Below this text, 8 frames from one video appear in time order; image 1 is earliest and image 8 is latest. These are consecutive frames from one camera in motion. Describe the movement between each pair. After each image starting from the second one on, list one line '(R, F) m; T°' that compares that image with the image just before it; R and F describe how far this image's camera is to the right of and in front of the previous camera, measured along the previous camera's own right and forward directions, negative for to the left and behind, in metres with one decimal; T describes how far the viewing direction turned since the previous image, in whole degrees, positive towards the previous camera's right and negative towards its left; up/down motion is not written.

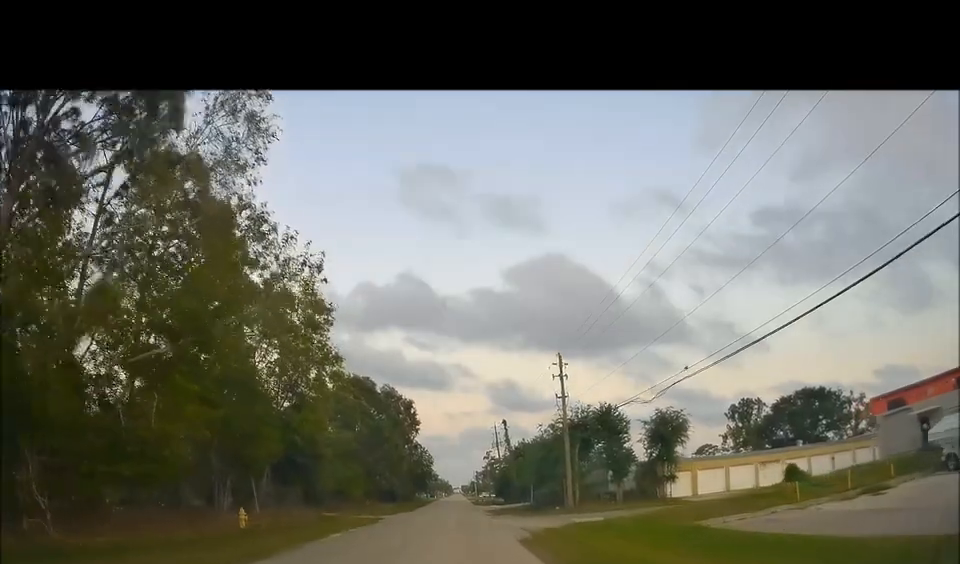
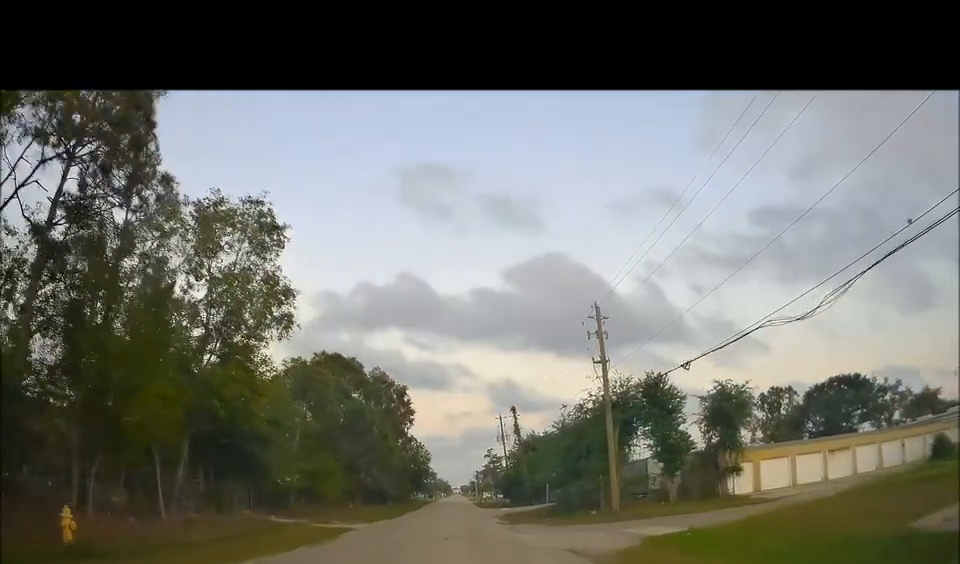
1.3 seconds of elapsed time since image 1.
(0.0, +10.8) m; 0°
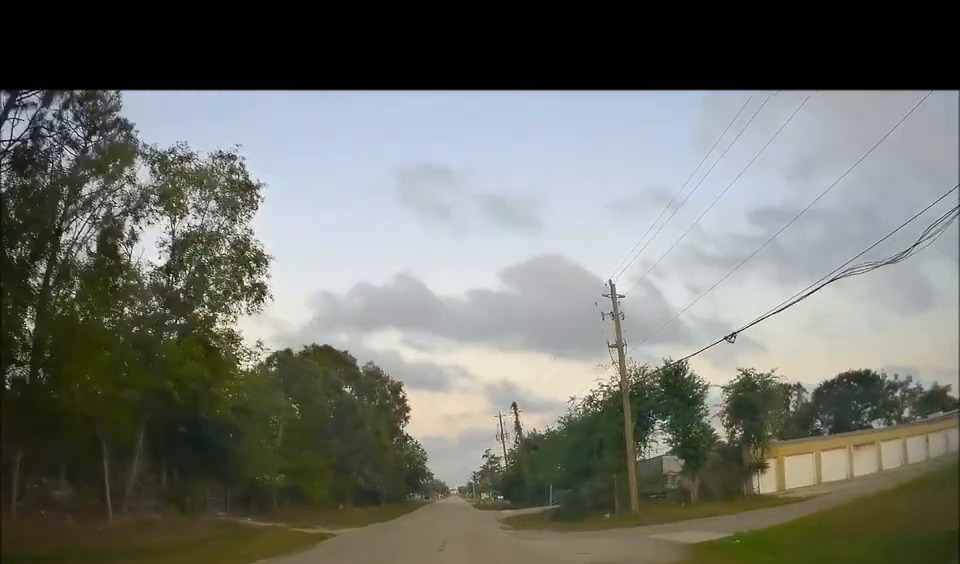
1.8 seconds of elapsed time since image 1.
(0.0, +3.5) m; 0°
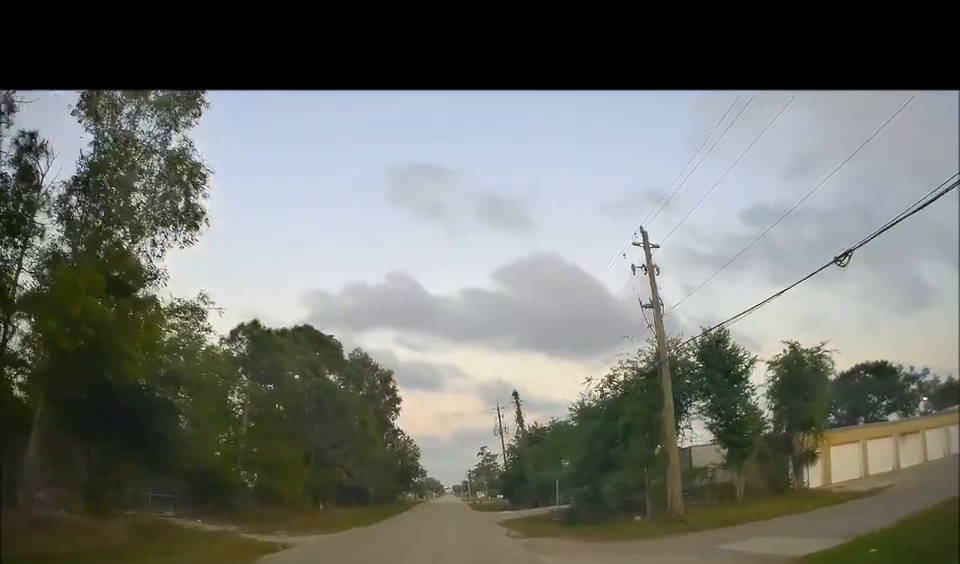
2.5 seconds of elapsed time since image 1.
(0.0, +5.5) m; 0°
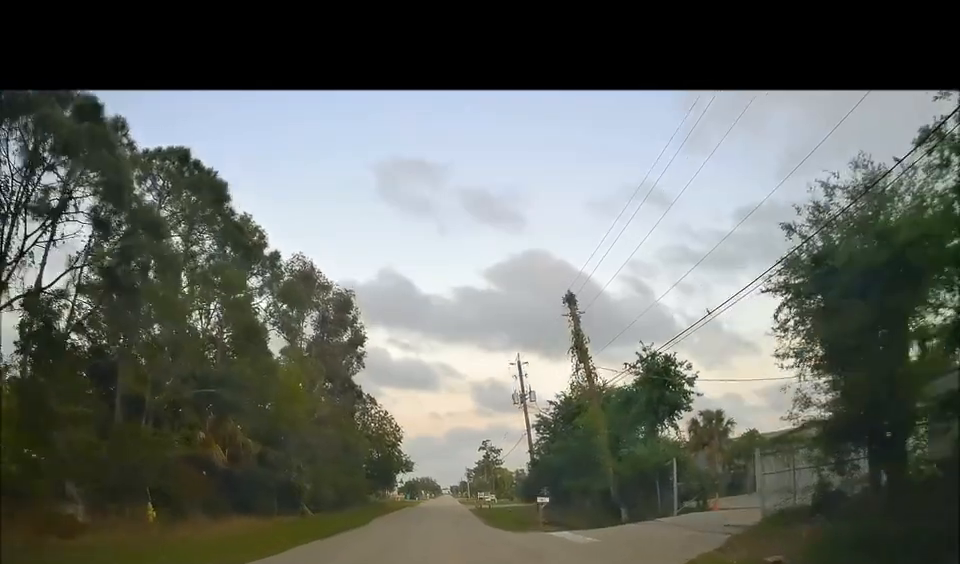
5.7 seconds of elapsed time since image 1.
(0.0, +24.4) m; 0°
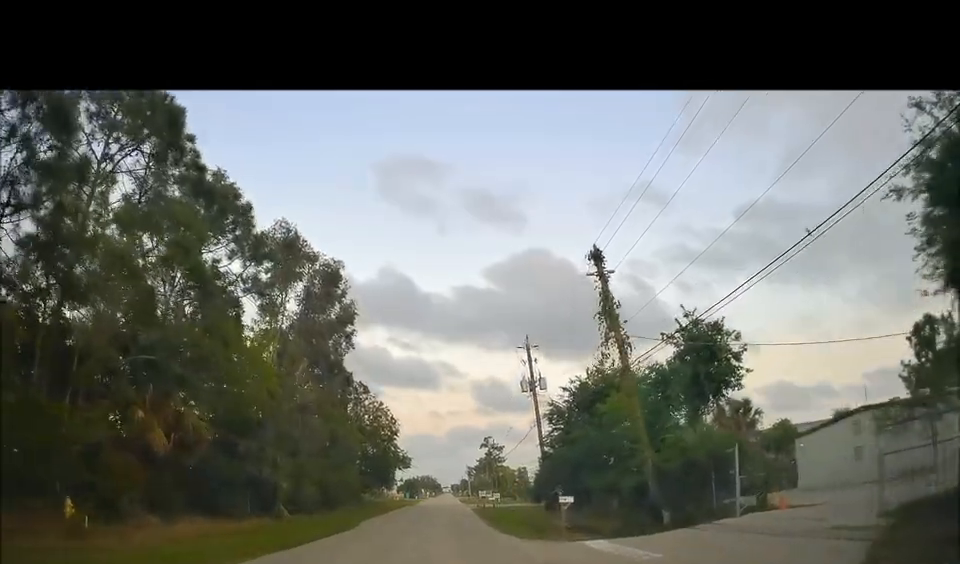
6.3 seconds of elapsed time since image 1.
(0.0, +4.7) m; 0°
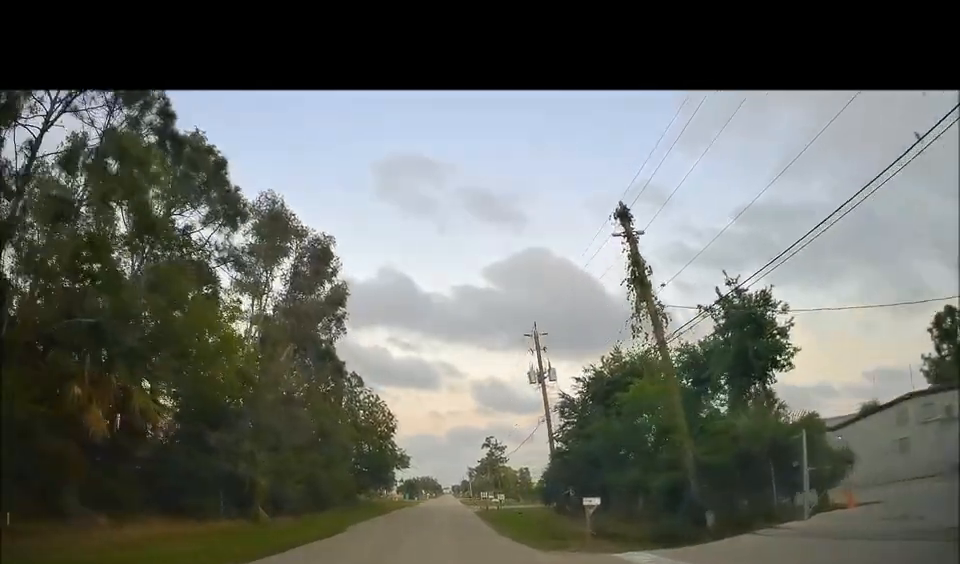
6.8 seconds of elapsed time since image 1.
(0.0, +3.4) m; 0°
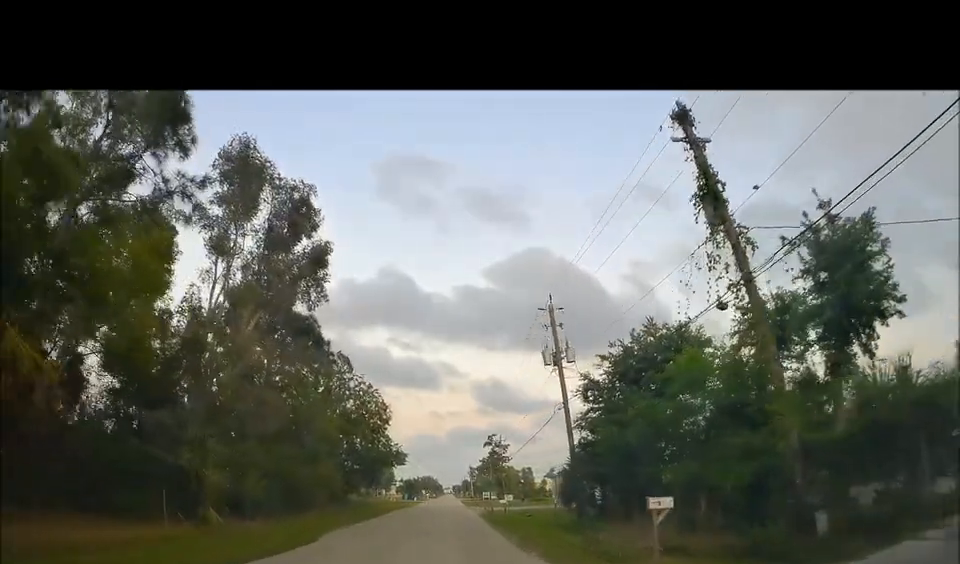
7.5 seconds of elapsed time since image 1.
(0.0, +5.4) m; 0°
